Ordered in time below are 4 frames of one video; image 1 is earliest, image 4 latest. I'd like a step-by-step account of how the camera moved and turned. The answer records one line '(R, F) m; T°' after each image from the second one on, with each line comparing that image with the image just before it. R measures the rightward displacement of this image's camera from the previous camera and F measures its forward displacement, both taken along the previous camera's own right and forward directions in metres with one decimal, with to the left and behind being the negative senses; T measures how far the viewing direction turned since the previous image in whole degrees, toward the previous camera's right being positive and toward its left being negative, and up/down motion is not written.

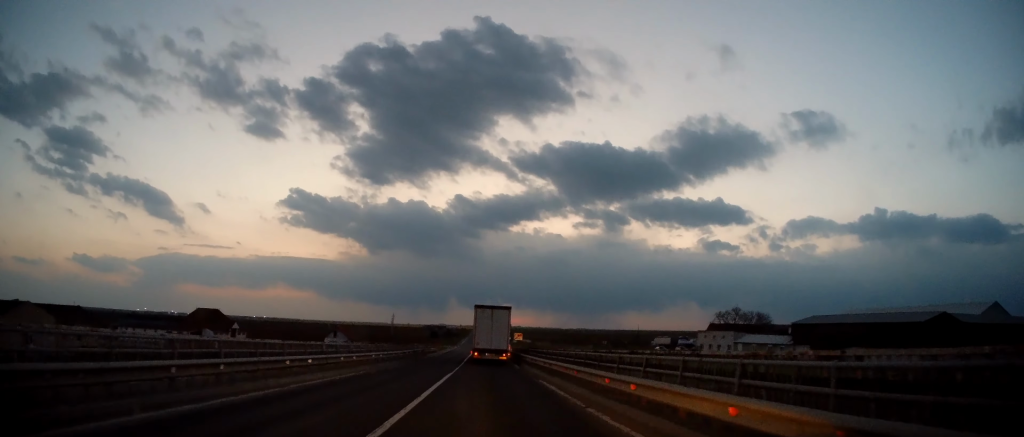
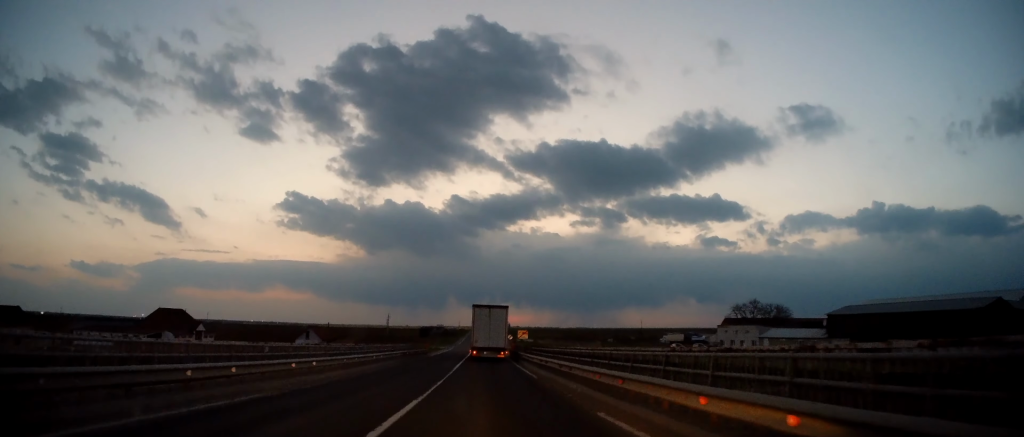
(0.0, +11.2) m; 0°
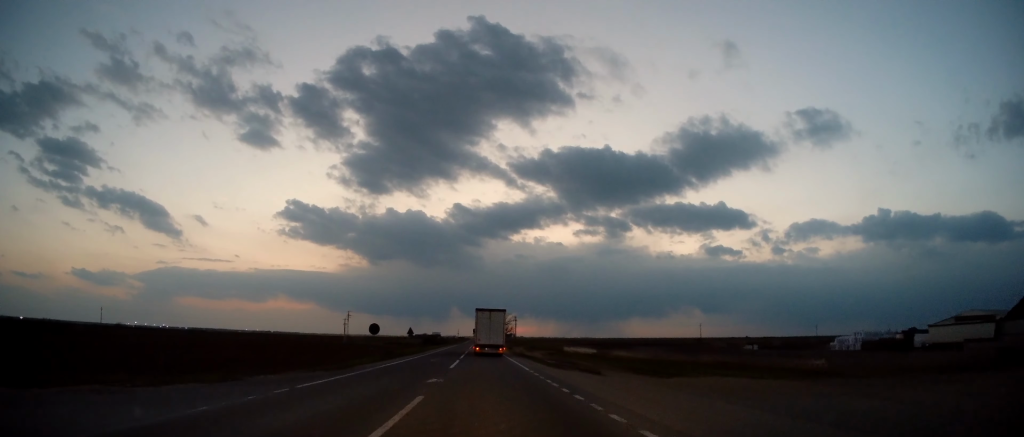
(-0.9, +97.3) m; 0°
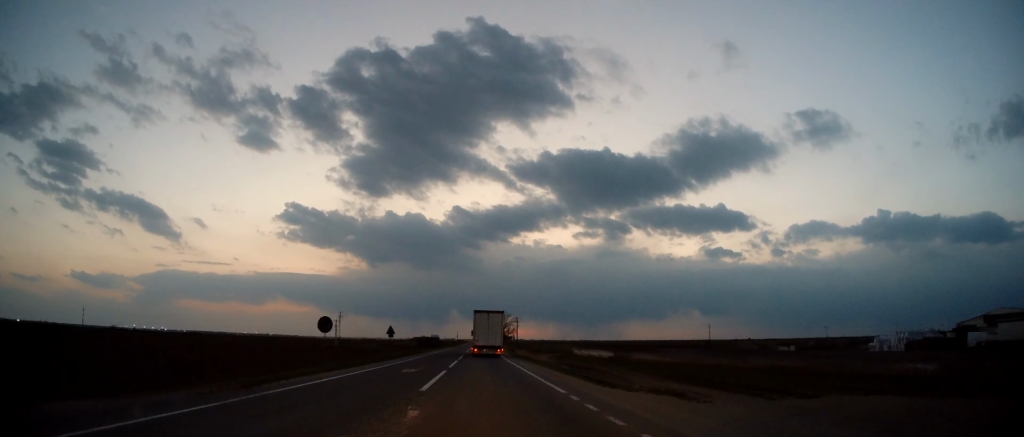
(0.0, +11.5) m; 0°
